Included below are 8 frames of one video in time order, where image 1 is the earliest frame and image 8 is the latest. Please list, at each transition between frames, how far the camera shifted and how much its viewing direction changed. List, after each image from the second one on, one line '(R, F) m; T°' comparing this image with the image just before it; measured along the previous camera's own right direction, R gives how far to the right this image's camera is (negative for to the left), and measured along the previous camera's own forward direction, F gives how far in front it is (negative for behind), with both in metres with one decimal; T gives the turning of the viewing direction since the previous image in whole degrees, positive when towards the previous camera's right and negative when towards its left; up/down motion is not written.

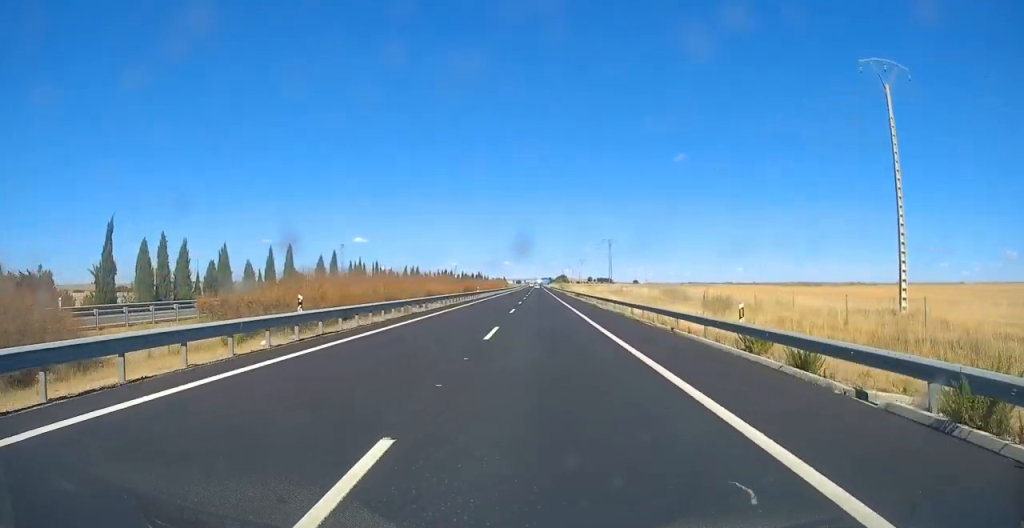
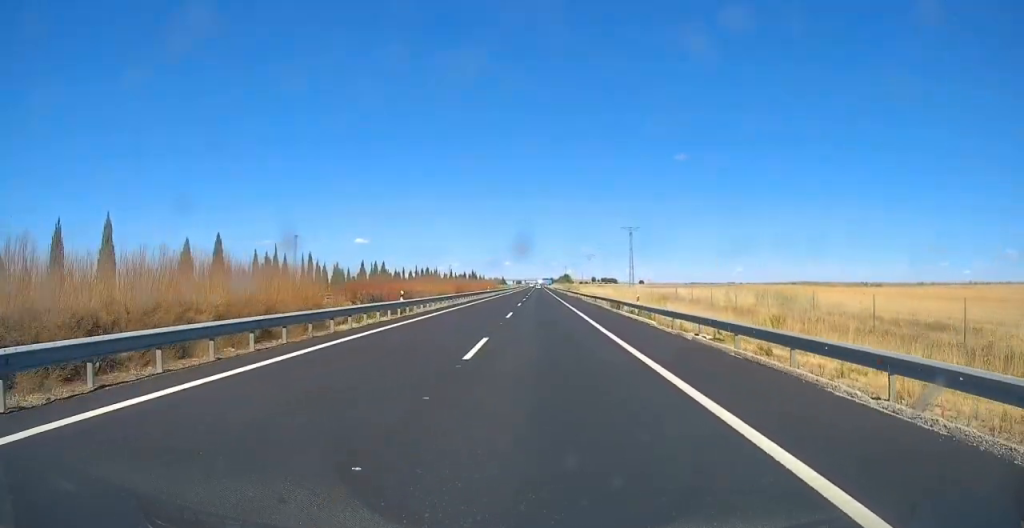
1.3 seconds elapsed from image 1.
(-0.1, +39.0) m; 0°
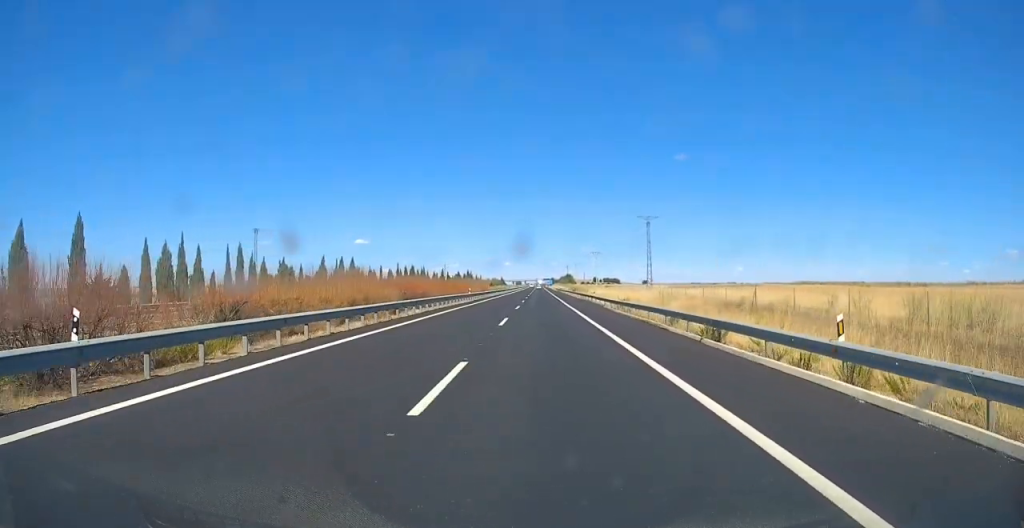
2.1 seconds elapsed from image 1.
(+0.1, +22.4) m; 0°
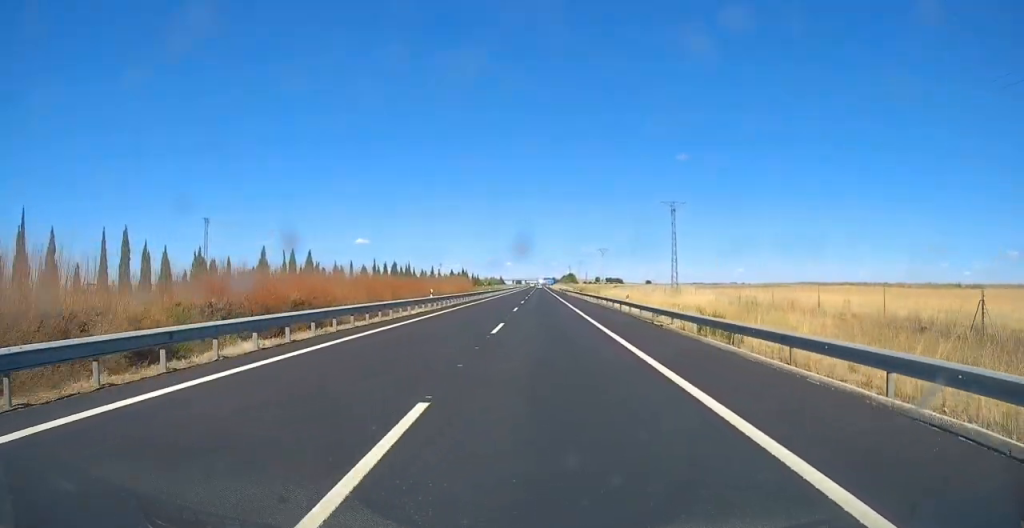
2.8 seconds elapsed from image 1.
(0.0, +21.4) m; 0°
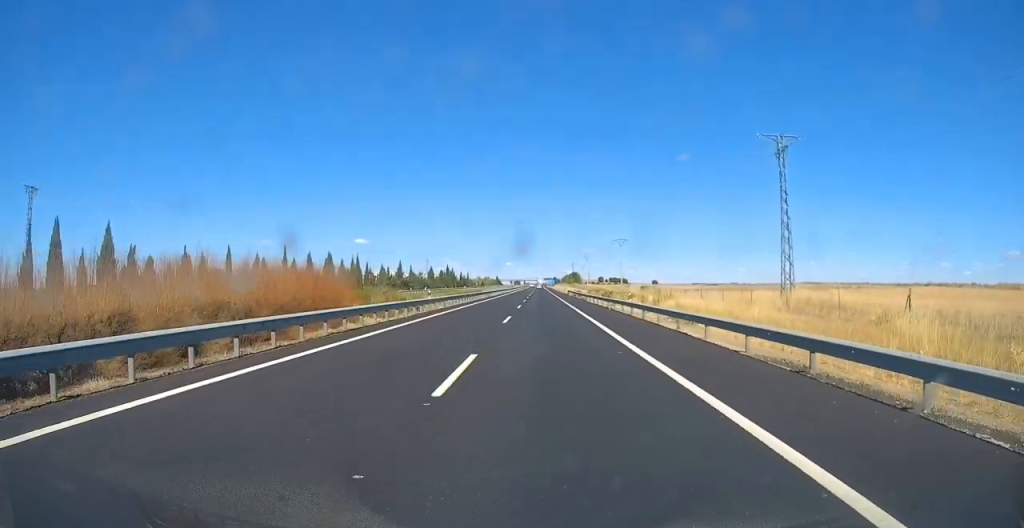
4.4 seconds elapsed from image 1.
(-0.3, +45.1) m; 0°
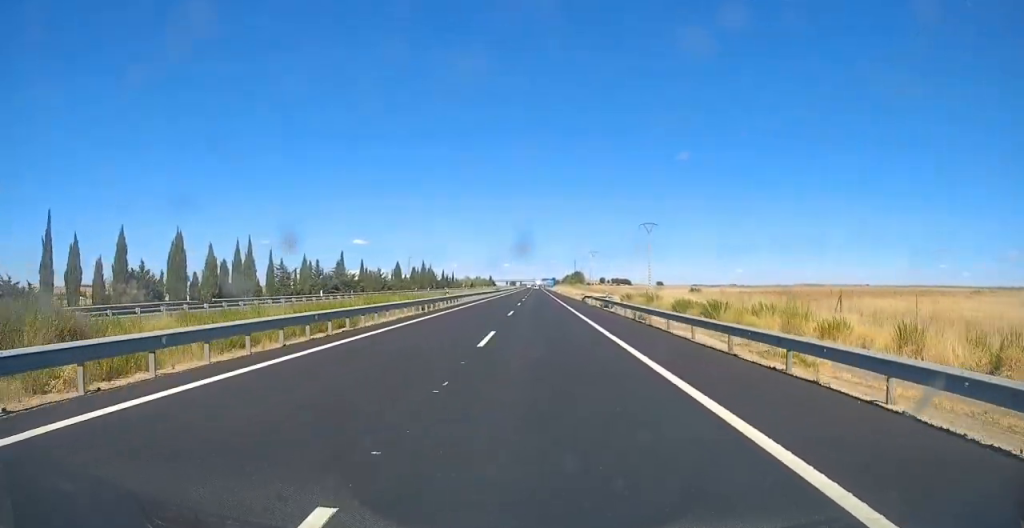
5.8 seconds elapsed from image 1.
(+0.2, +43.6) m; 0°
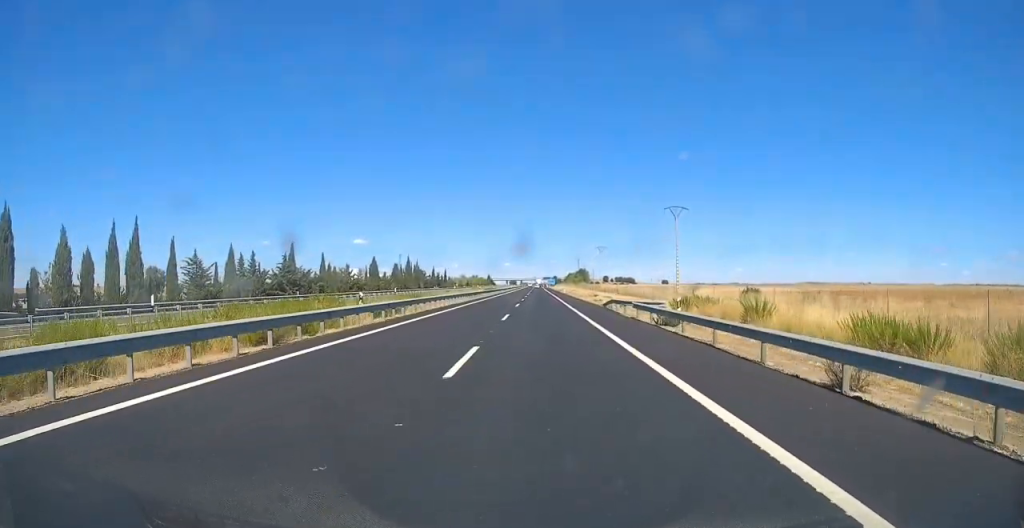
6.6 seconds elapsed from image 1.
(0.0, +22.9) m; 0°
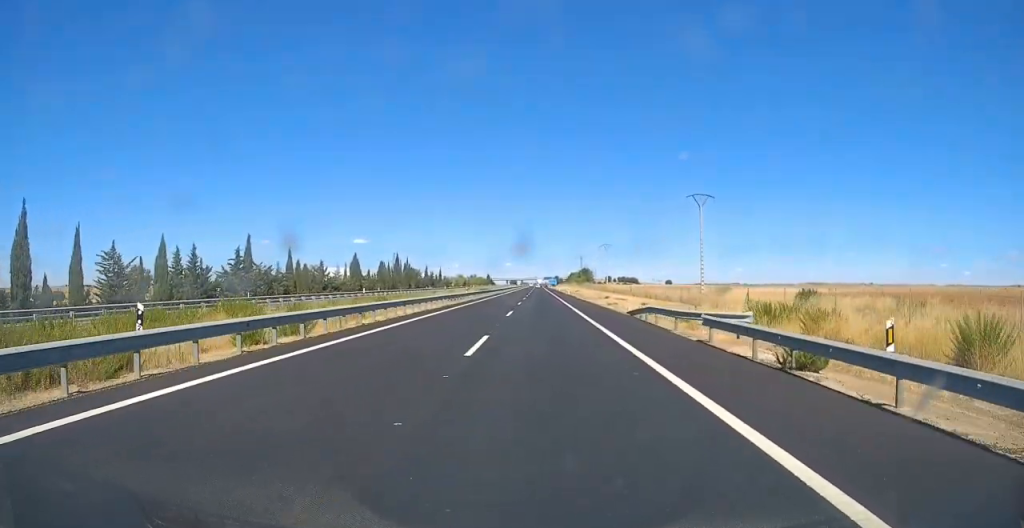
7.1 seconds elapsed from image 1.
(+0.1, +13.9) m; 0°
